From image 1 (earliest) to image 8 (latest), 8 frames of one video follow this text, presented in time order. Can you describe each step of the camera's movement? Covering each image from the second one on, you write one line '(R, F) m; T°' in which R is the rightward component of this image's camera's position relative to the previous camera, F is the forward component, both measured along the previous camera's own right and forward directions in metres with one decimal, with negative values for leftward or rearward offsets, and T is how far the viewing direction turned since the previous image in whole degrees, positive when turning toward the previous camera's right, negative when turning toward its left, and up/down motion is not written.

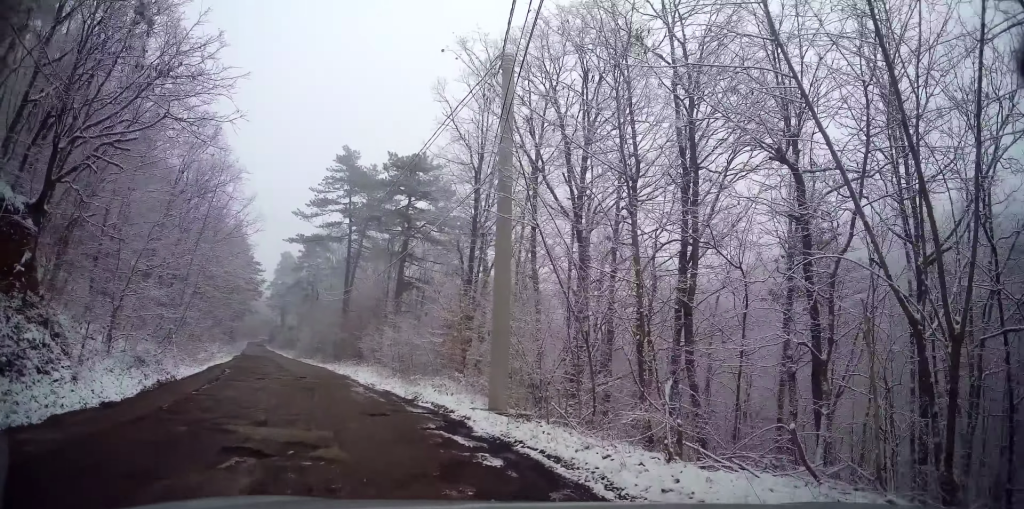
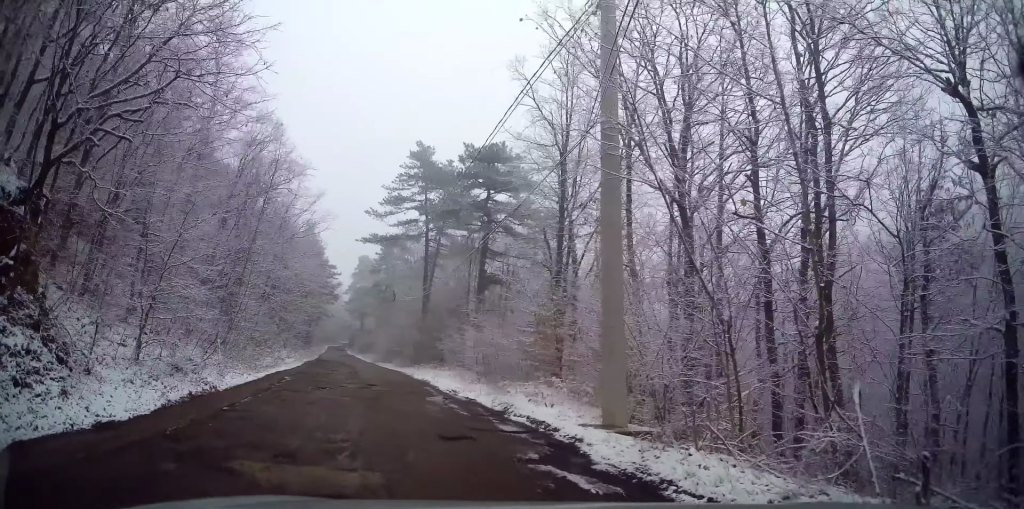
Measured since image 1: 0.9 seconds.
(-0.2, +2.3) m; -7°
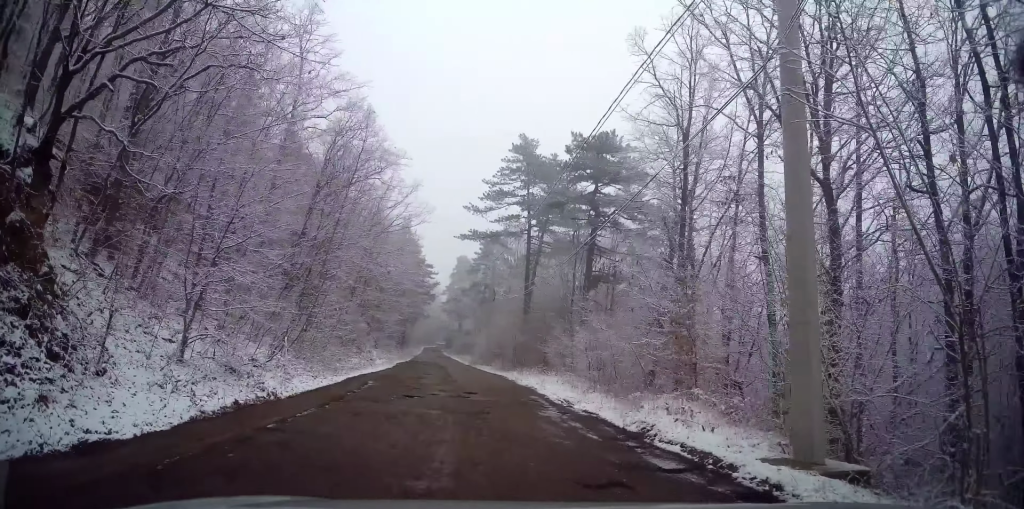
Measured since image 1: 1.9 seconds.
(-0.1, +2.4) m; -8°
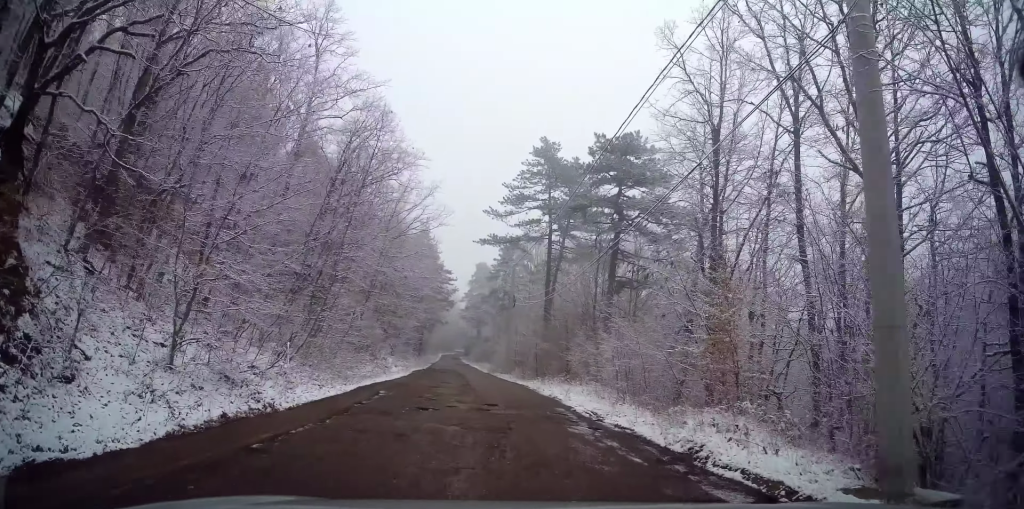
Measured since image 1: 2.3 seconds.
(0.0, +1.1) m; -4°
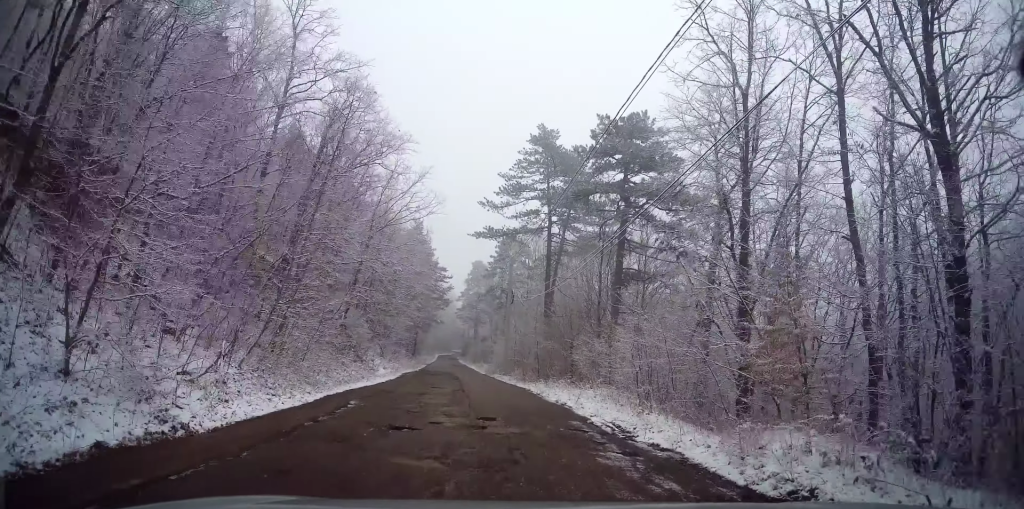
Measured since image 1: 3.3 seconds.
(-0.2, +2.7) m; -4°
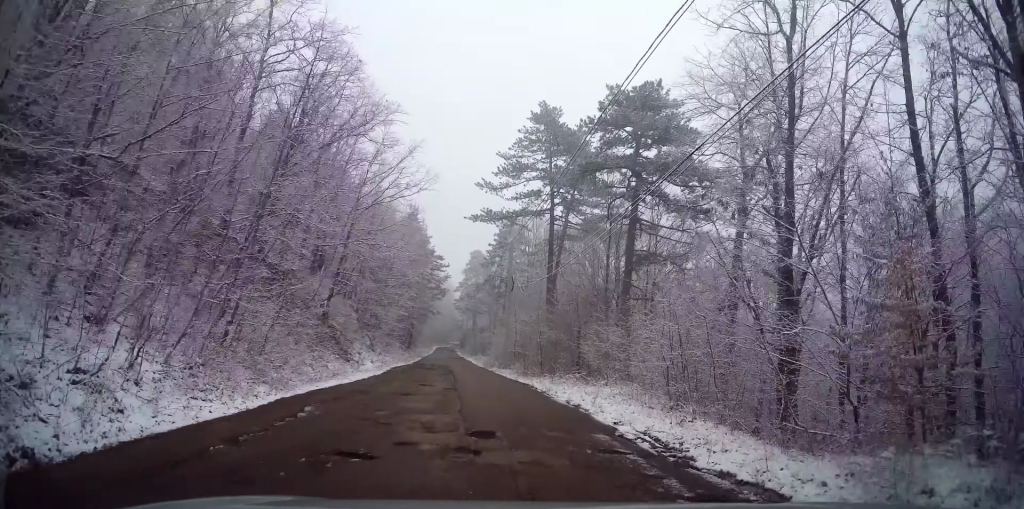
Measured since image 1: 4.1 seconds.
(0.0, +2.8) m; -2°
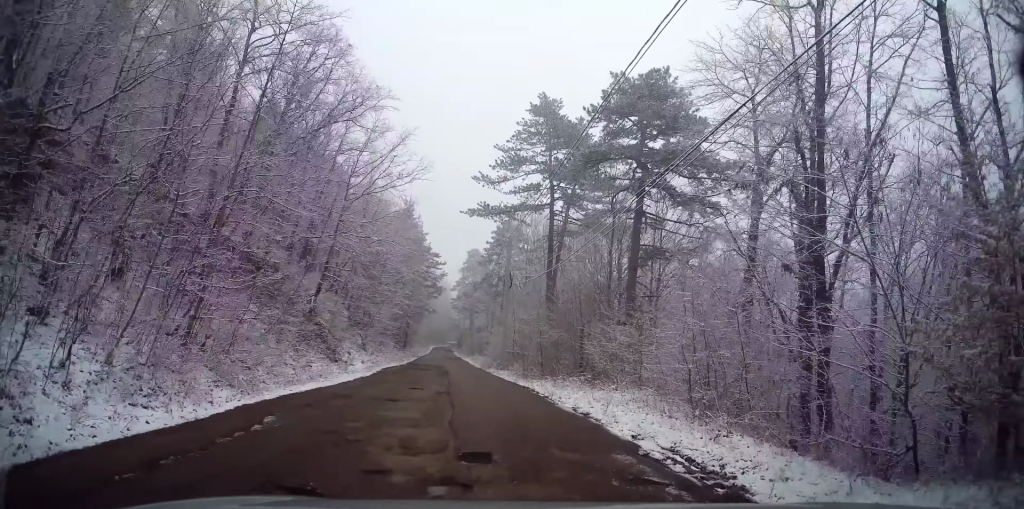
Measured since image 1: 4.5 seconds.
(0.0, +1.6) m; 0°
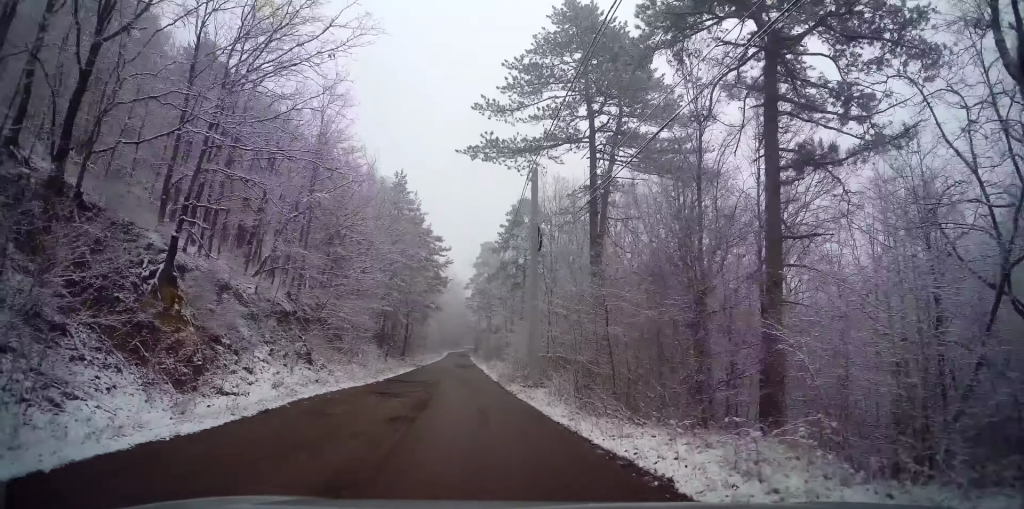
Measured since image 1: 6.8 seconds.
(+0.4, +12.7) m; +3°
